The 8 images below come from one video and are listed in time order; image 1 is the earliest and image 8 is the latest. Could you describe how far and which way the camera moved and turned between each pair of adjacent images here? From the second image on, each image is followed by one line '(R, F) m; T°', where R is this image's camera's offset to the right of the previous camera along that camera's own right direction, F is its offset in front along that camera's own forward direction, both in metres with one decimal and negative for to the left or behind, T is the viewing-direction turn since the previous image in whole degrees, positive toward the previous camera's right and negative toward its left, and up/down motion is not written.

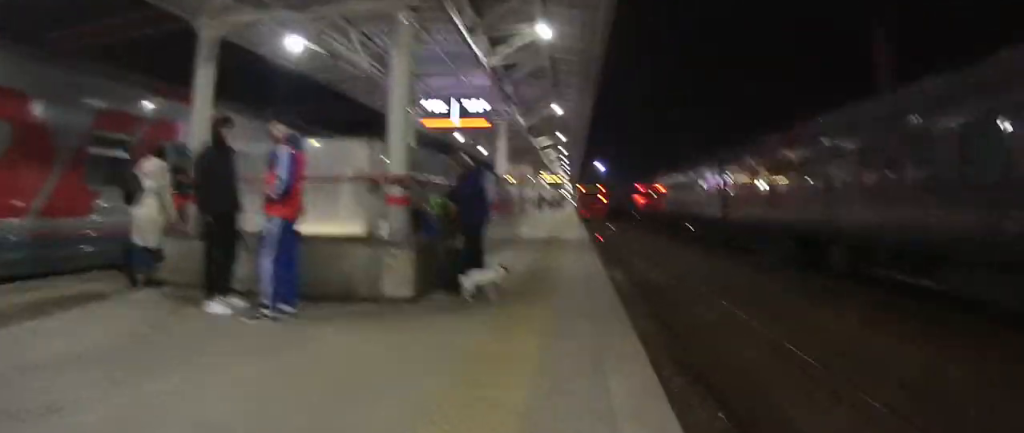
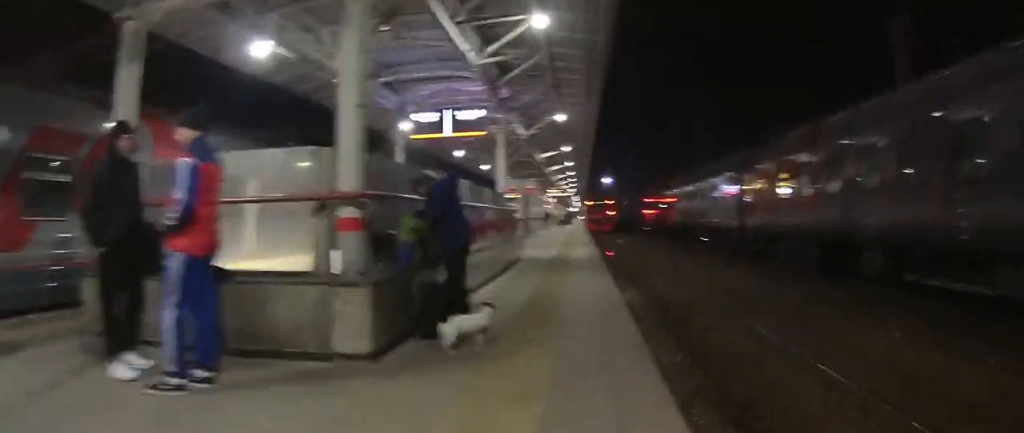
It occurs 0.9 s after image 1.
(0.0, +1.6) m; -1°
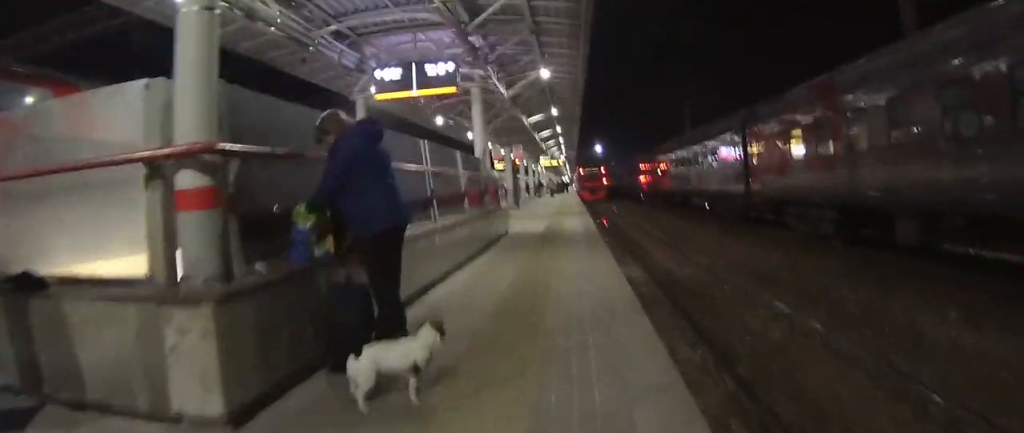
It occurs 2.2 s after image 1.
(-0.1, +2.1) m; -4°
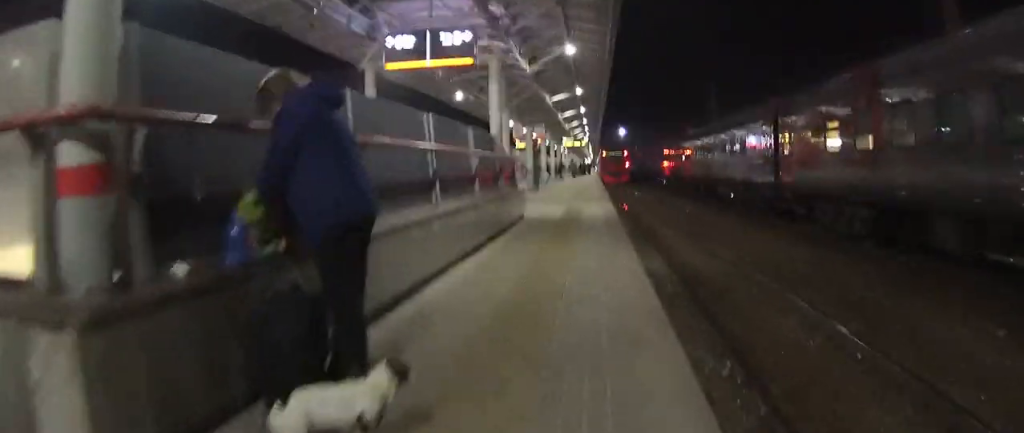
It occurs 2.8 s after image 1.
(0.0, +1.0) m; -1°
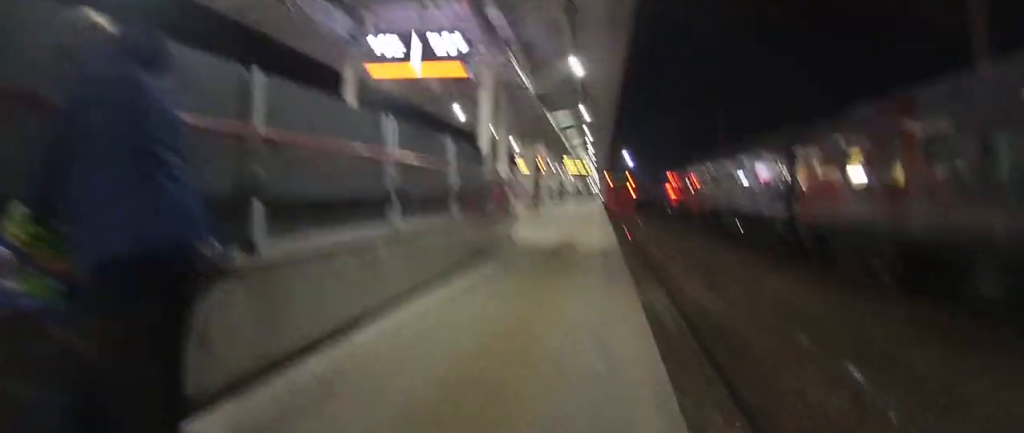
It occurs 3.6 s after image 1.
(0.0, +1.4) m; +1°
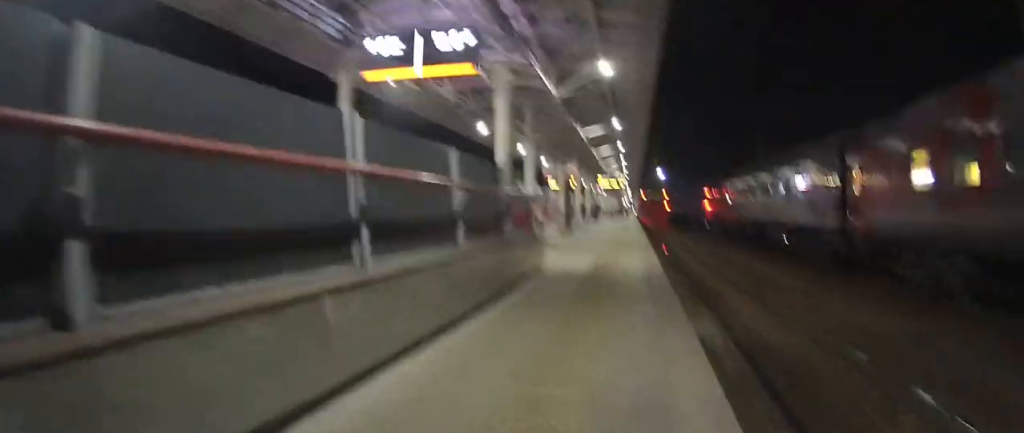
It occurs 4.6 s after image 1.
(0.0, +1.7) m; +6°
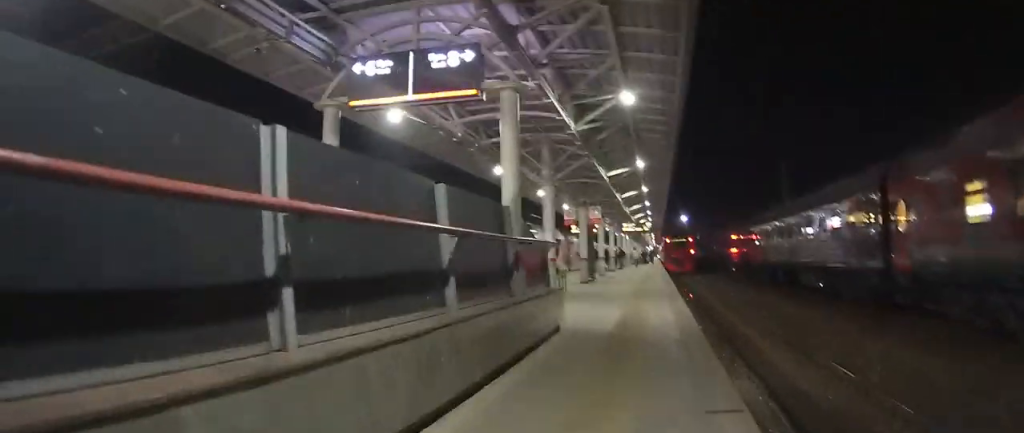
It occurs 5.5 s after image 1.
(+0.1, +1.4) m; +5°
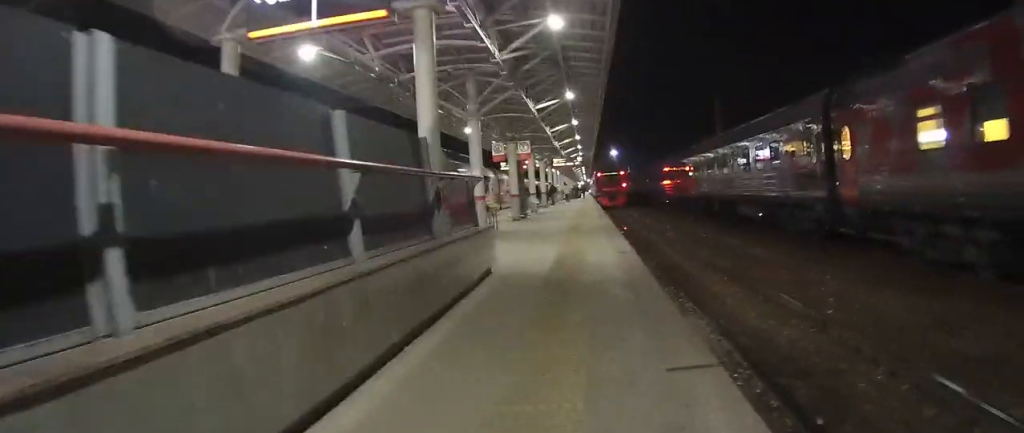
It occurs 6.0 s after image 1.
(0.0, +0.9) m; +3°
